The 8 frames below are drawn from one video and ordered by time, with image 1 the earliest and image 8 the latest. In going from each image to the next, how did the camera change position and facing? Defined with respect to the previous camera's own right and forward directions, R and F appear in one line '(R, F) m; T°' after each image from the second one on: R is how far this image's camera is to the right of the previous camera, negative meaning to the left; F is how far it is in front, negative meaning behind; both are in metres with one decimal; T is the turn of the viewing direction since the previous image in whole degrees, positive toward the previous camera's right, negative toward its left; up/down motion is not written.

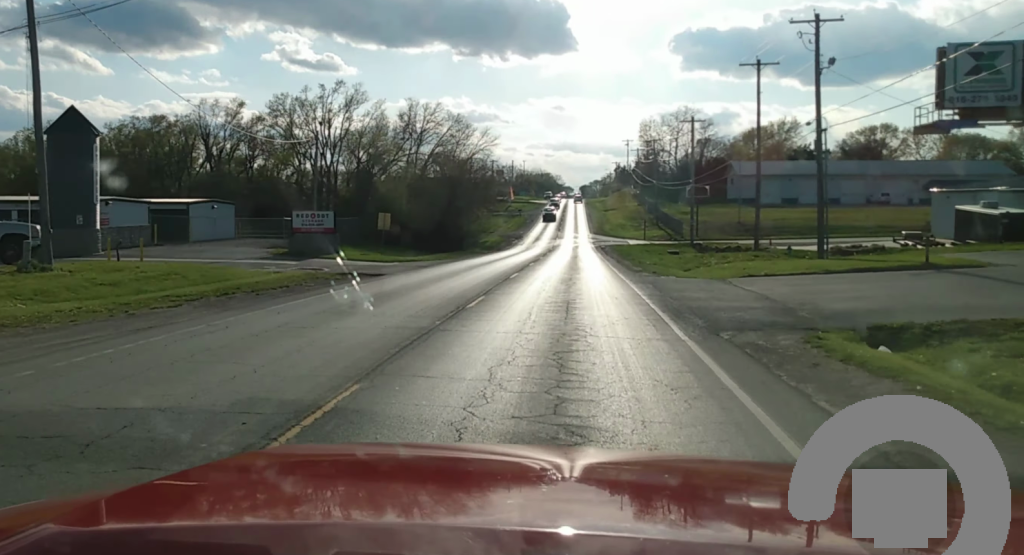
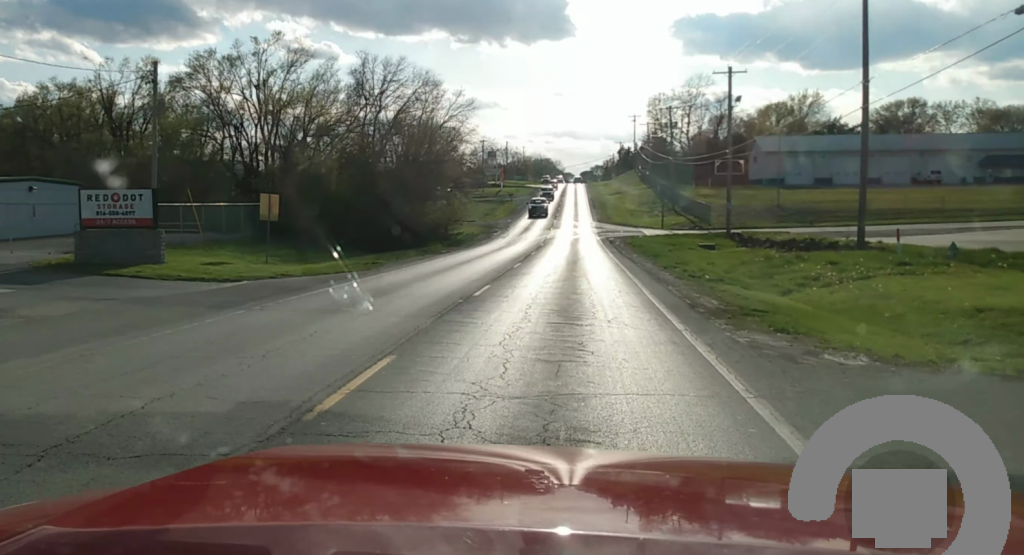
(+0.1, +23.0) m; 0°
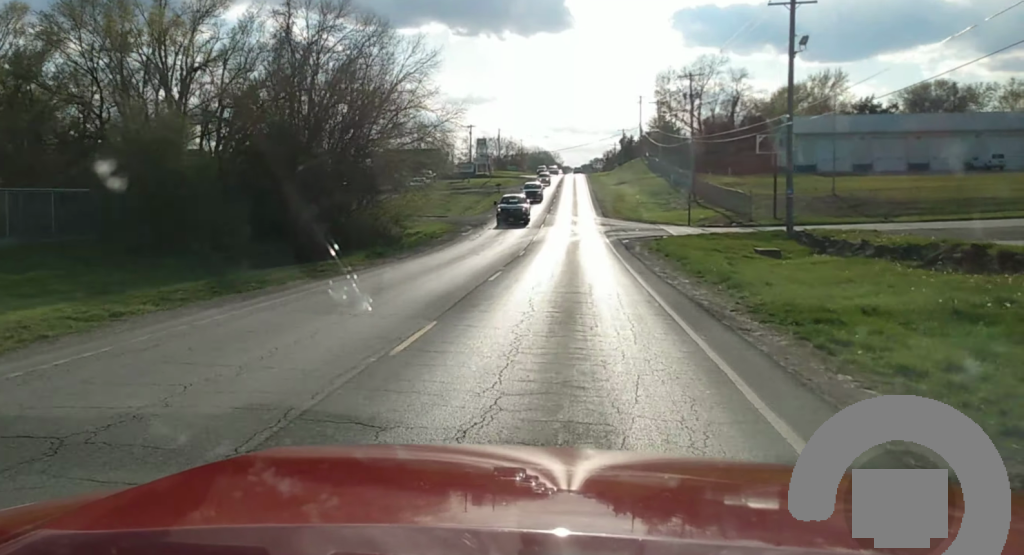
(0.0, +21.1) m; 0°
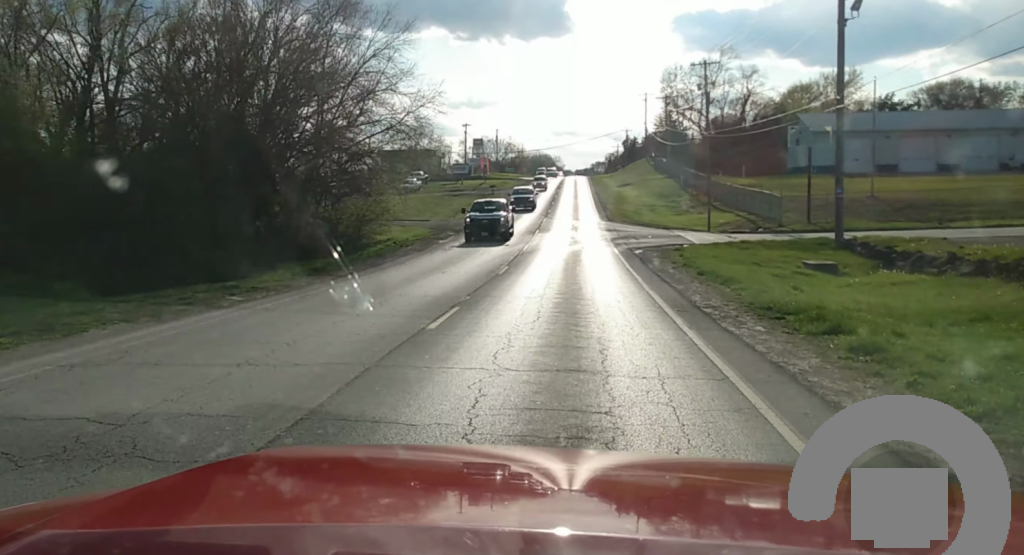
(0.0, +10.1) m; 0°
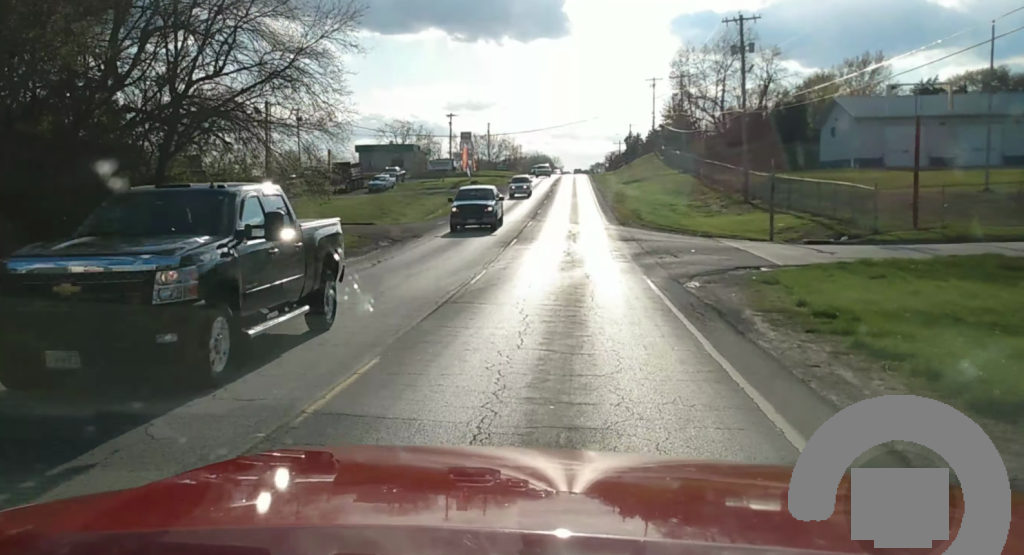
(0.0, +17.7) m; 0°
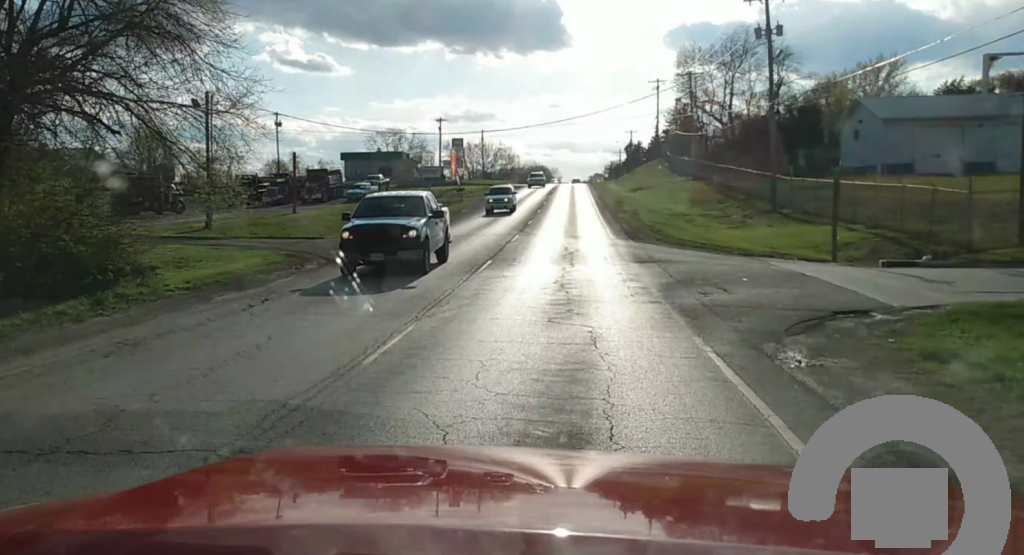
(0.0, +8.7) m; 0°
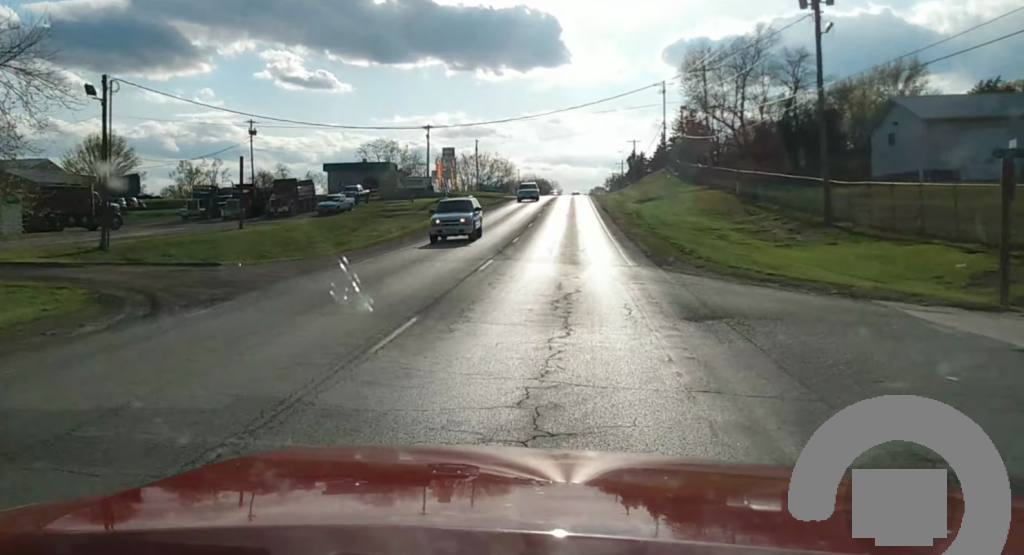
(0.0, +10.3) m; +1°
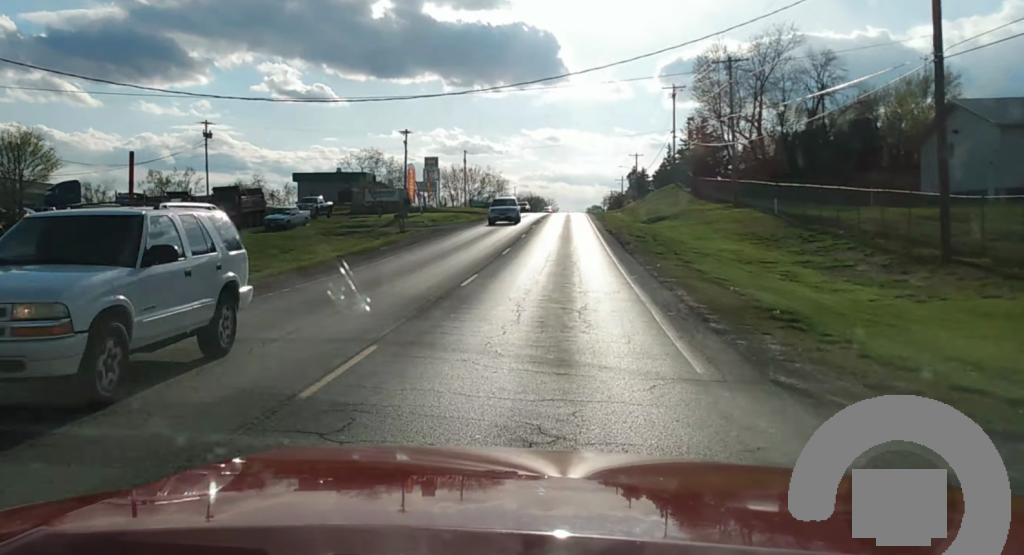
(+0.2, +12.4) m; +1°
